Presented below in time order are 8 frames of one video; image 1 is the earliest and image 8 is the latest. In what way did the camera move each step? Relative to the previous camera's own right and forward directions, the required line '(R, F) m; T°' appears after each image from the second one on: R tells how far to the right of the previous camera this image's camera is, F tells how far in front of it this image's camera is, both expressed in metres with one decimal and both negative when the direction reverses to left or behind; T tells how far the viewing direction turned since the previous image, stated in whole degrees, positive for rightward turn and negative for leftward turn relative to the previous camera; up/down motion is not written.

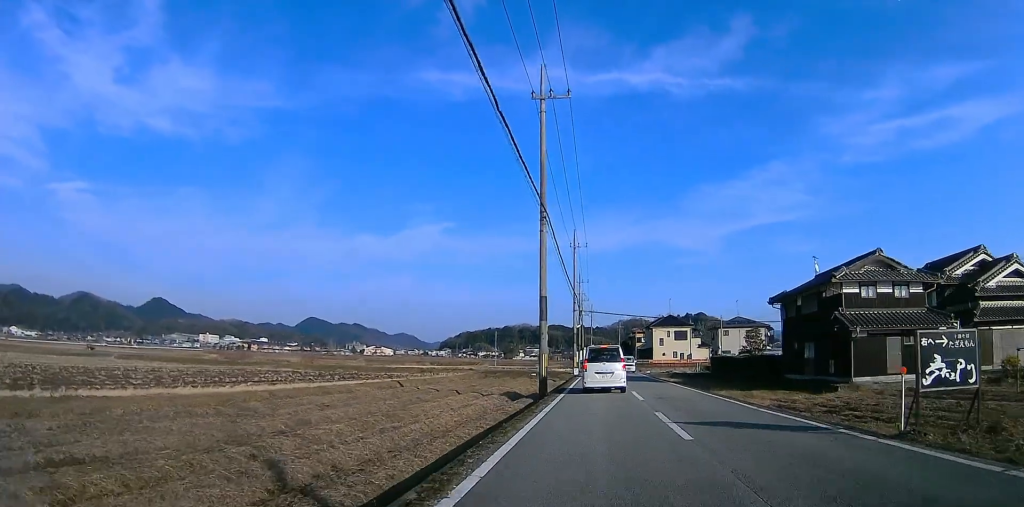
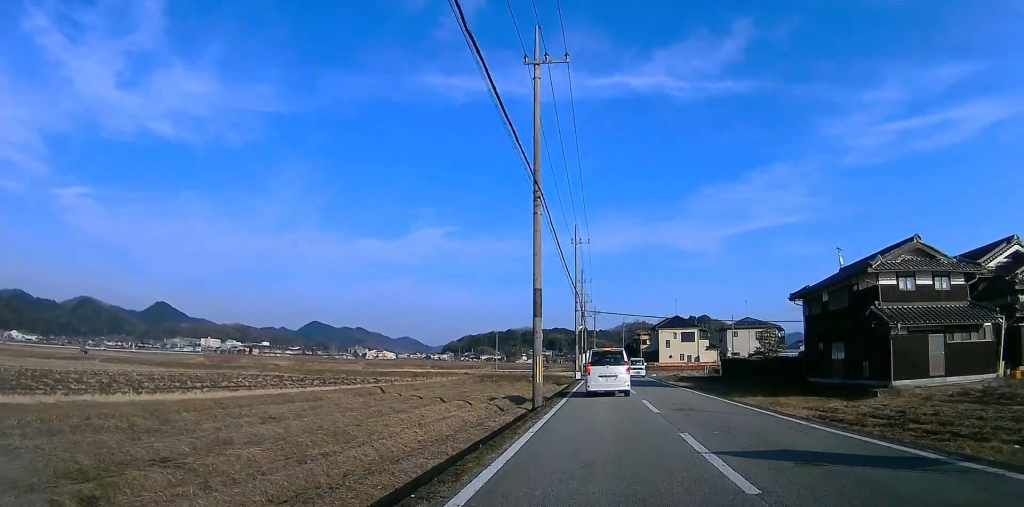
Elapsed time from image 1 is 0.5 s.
(0.0, +4.3) m; 0°
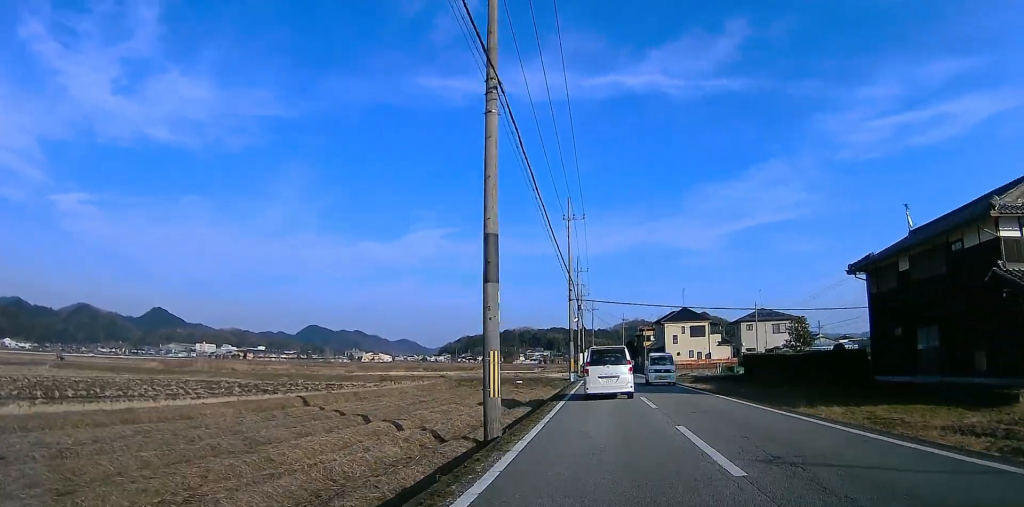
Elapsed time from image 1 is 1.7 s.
(0.0, +9.6) m; 0°
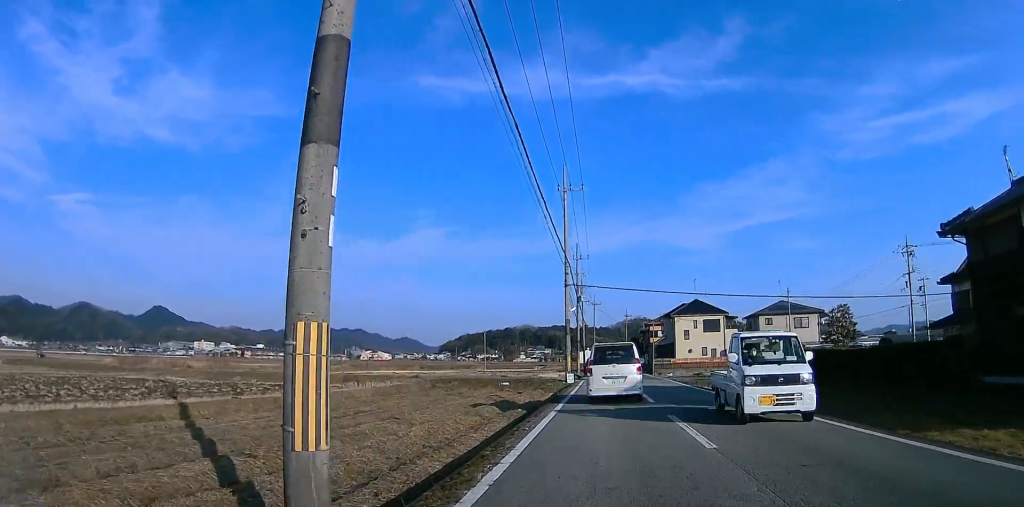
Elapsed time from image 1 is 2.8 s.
(0.0, +8.3) m; 0°
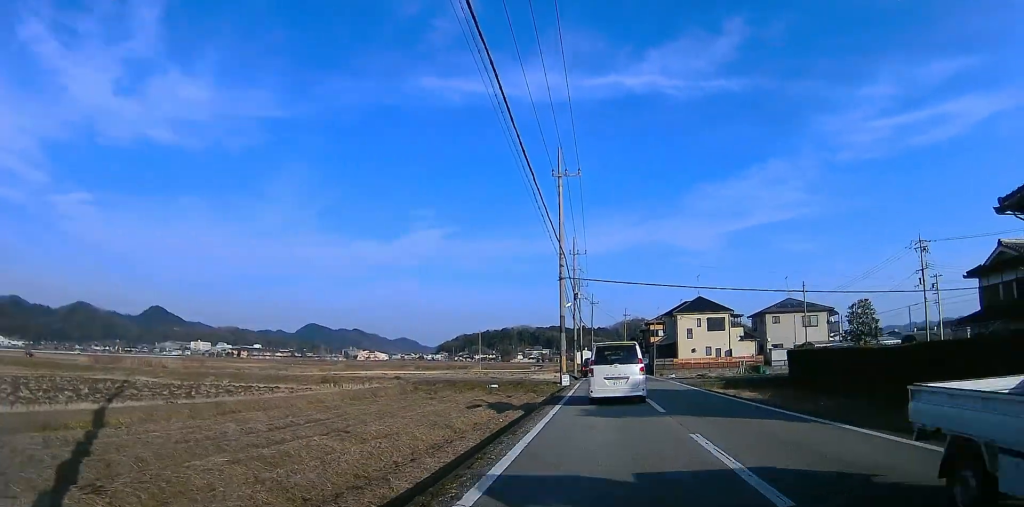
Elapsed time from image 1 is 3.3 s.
(0.0, +3.8) m; 0°
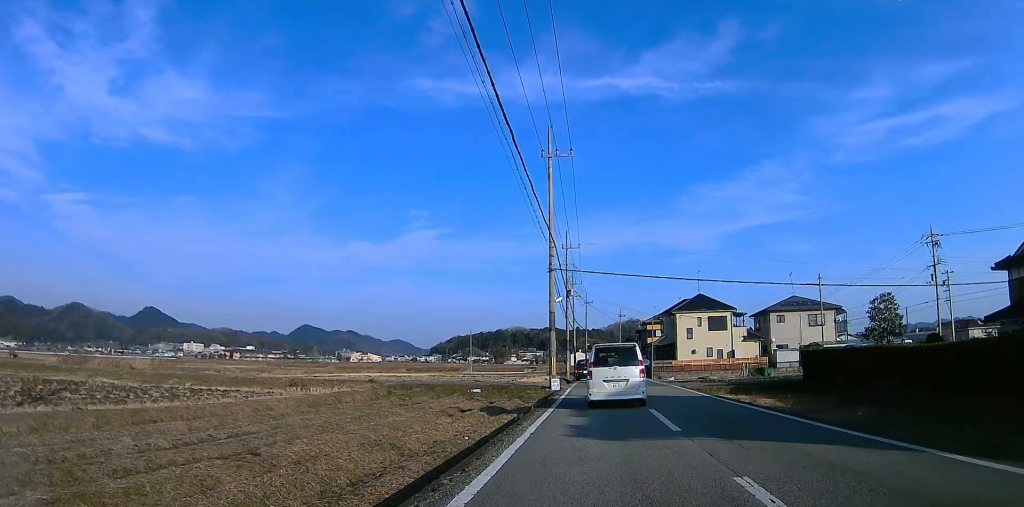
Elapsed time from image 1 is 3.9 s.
(0.0, +3.9) m; 0°
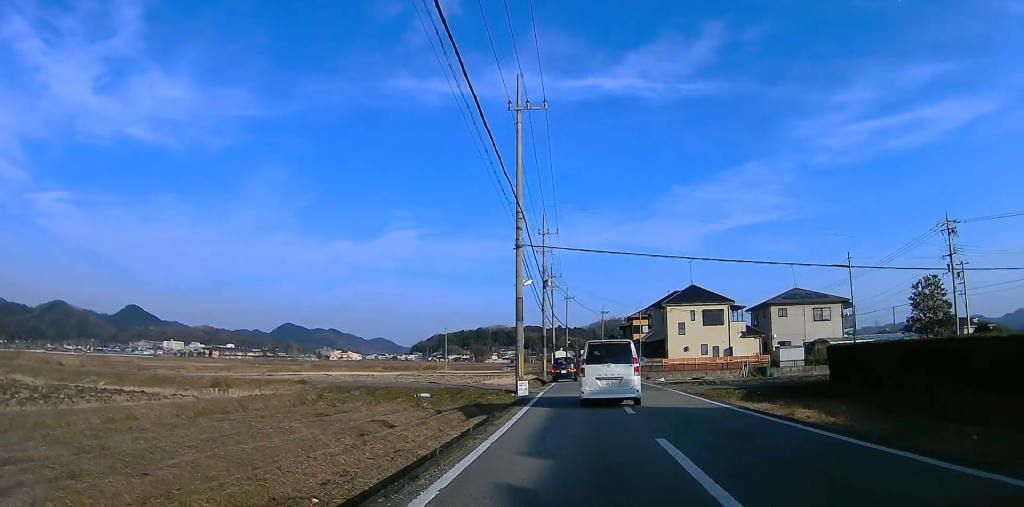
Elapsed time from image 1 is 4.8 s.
(0.0, +6.7) m; +1°
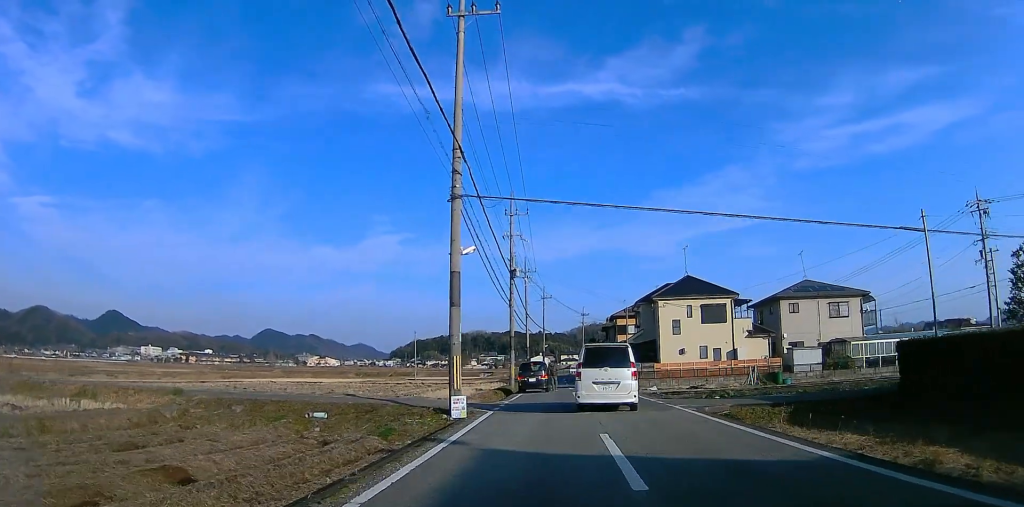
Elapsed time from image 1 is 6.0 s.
(+0.1, +8.3) m; +6°
